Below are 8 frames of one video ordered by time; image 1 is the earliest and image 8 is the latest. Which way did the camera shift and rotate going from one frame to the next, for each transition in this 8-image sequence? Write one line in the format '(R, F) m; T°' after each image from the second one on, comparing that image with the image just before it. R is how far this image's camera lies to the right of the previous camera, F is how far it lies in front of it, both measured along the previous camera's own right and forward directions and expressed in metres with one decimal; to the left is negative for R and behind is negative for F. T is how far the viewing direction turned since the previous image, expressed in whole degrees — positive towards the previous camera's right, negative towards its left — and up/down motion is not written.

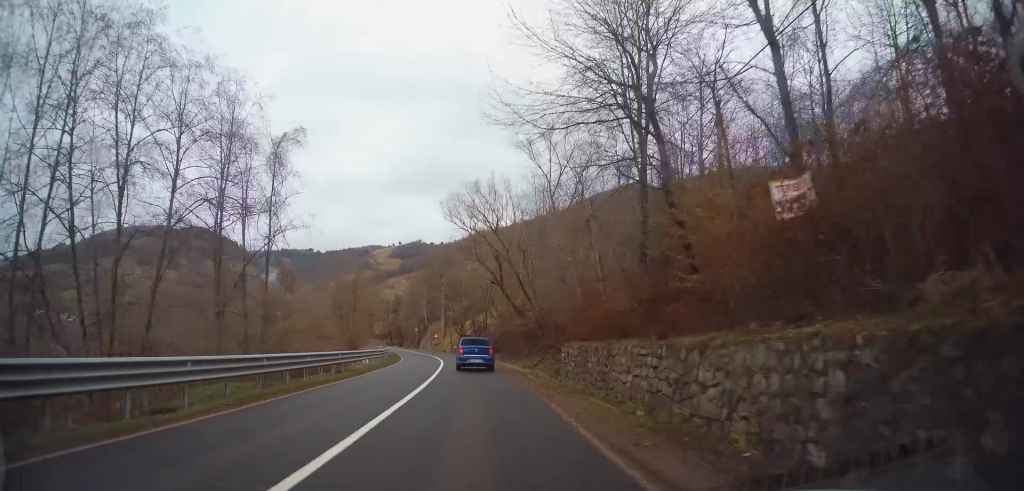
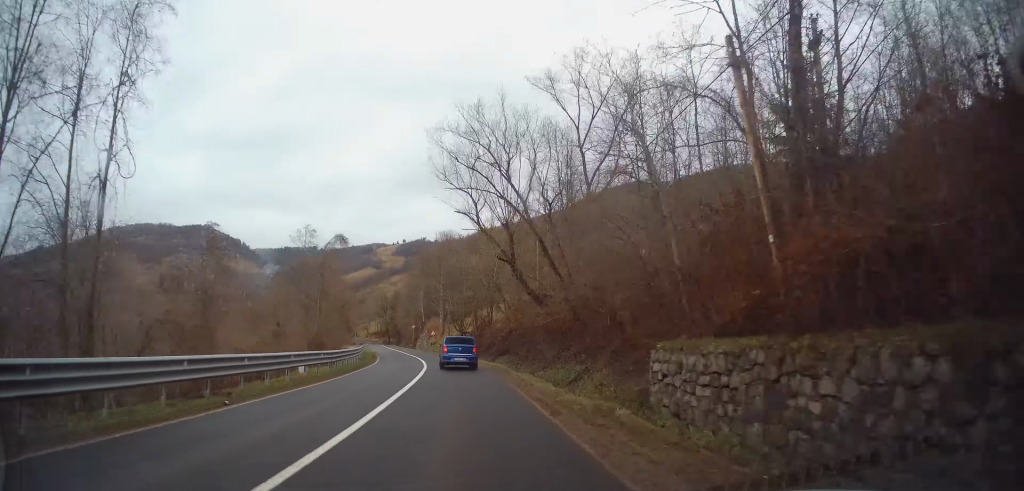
(0.0, +12.9) m; -1°
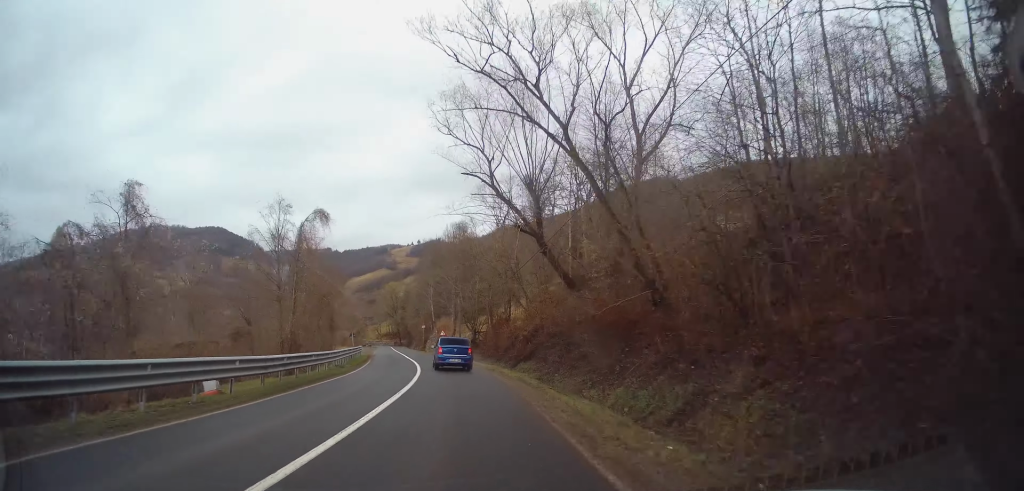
(-0.1, +9.0) m; -1°
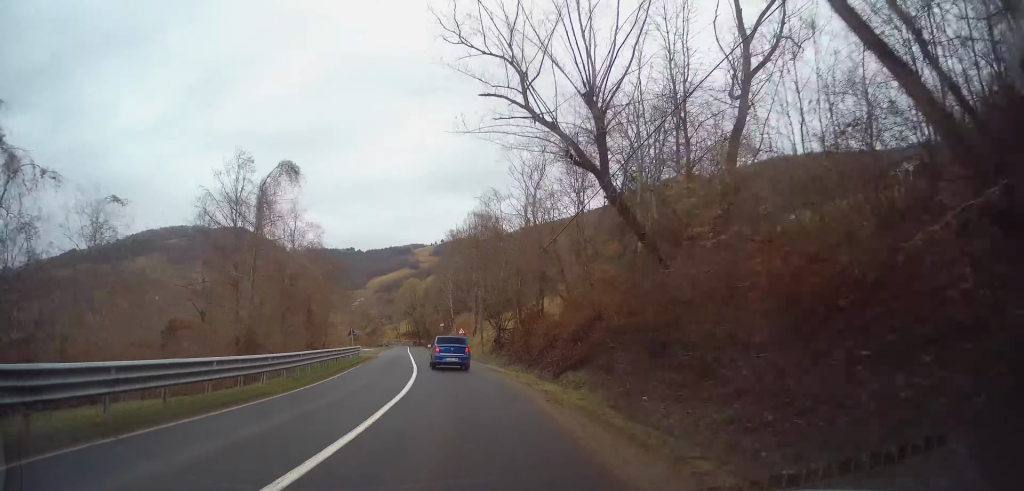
(-0.2, +9.6) m; -1°
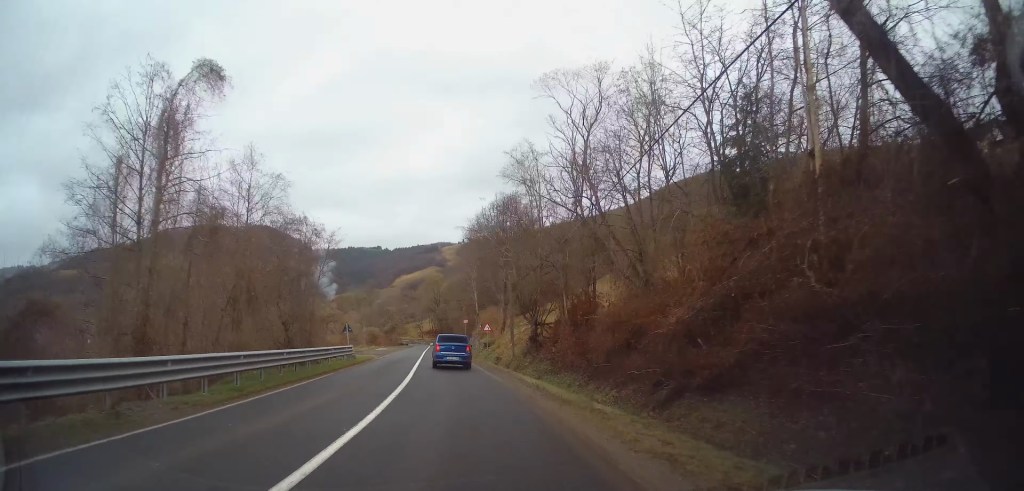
(-0.1, +10.1) m; -2°
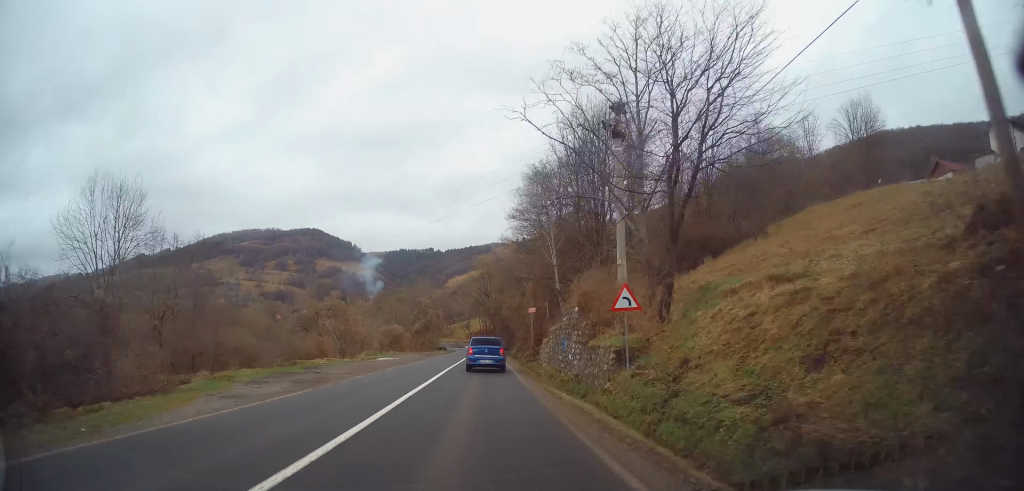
(-2.3, +32.8) m; -6°
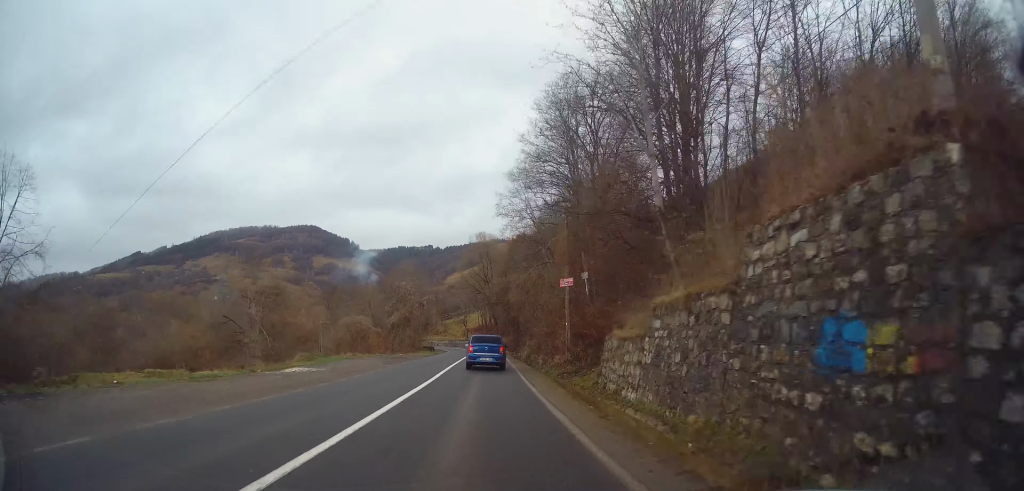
(+0.1, +20.9) m; +1°
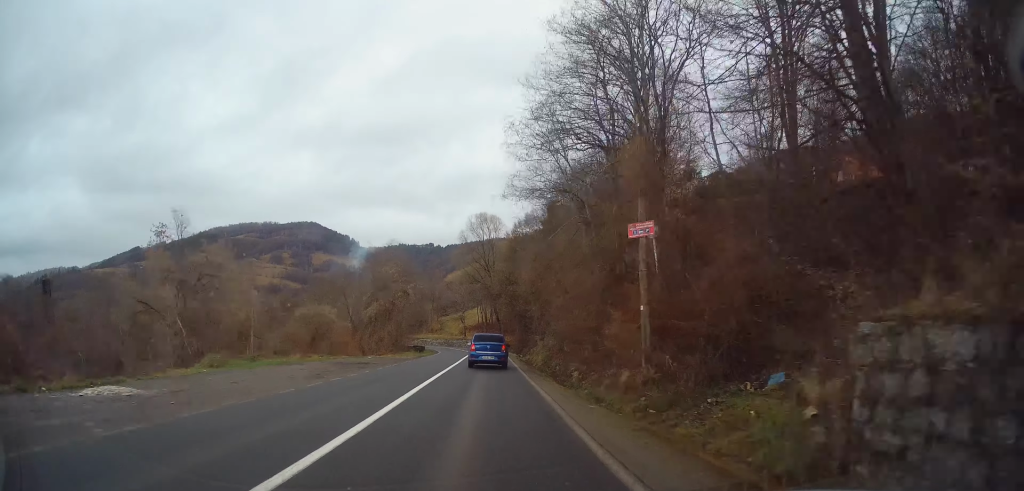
(+0.1, +13.1) m; 0°
